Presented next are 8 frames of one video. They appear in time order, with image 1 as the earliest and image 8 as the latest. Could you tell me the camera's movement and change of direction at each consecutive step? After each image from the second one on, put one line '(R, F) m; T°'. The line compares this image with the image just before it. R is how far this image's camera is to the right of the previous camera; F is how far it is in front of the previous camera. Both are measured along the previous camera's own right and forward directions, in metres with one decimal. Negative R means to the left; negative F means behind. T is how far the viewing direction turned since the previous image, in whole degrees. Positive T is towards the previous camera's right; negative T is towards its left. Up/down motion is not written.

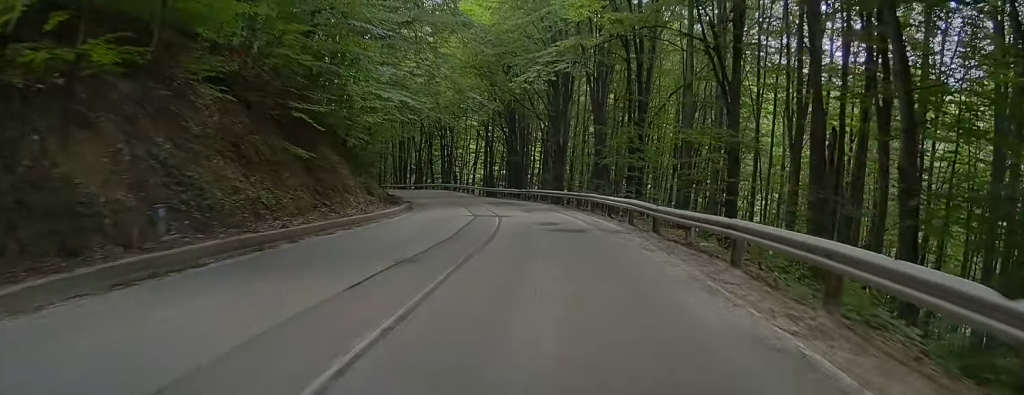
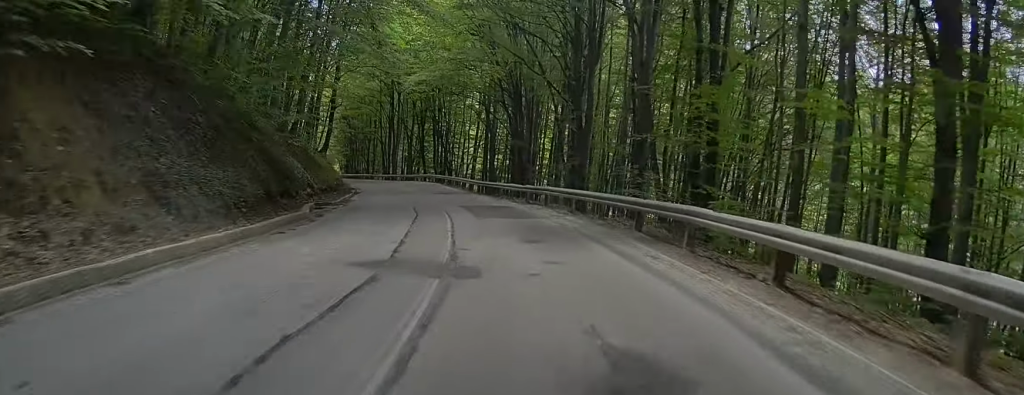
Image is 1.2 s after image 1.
(+0.4, +15.9) m; 0°
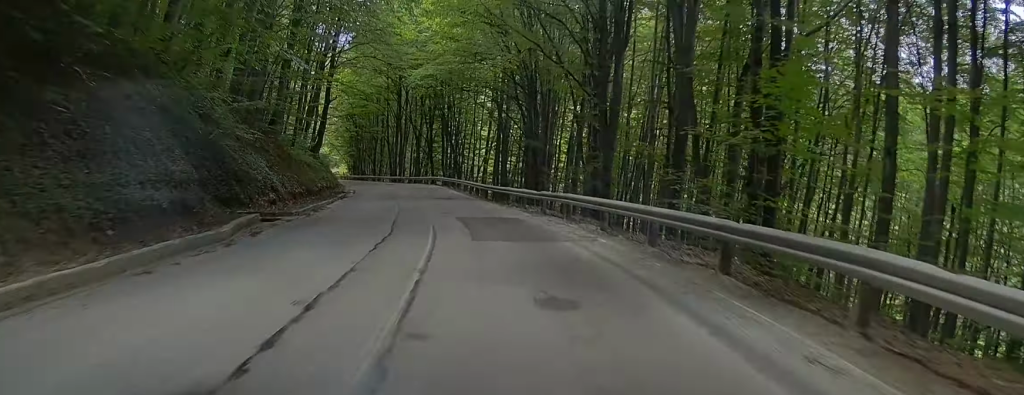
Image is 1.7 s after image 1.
(-0.1, +5.8) m; -1°
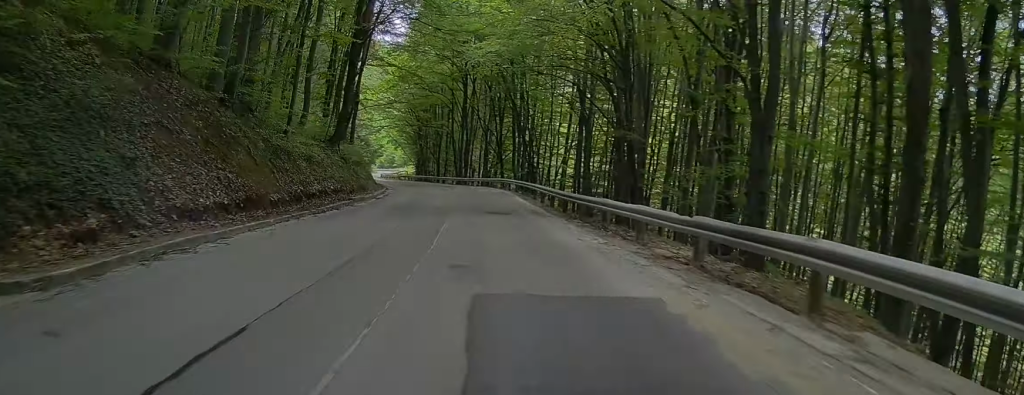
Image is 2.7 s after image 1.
(-0.2, +13.5) m; -1°
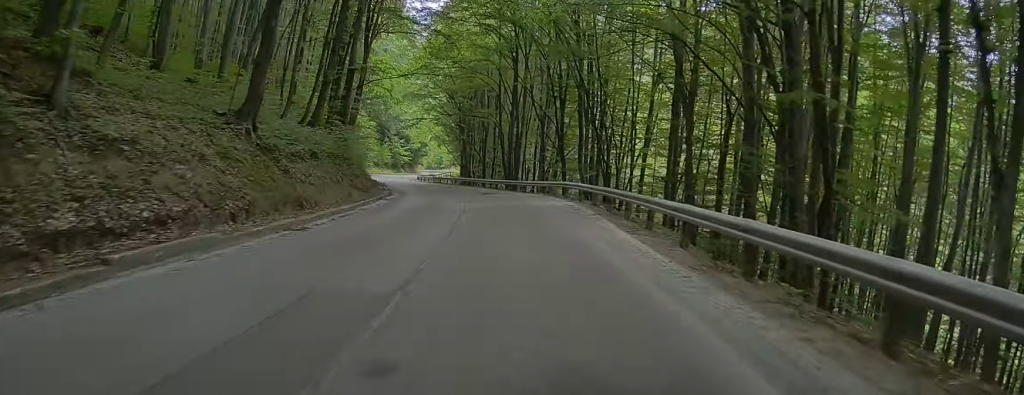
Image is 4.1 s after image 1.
(-0.2, +19.3) m; -3°
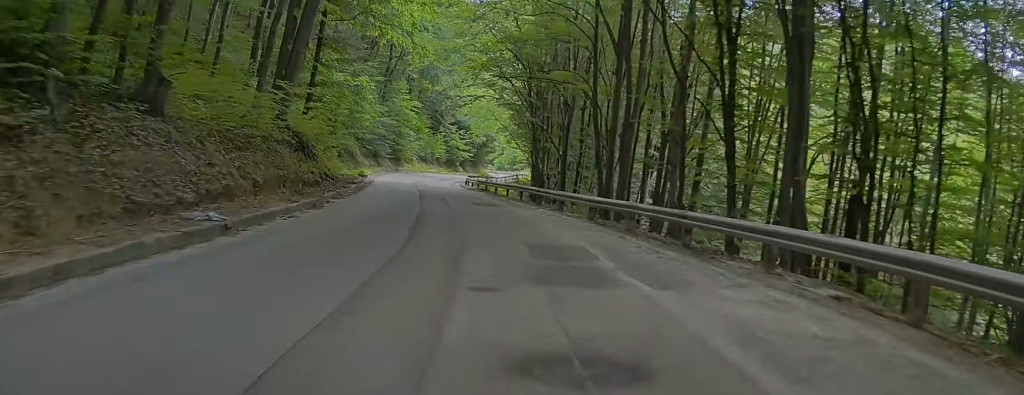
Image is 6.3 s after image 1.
(-1.0, +33.0) m; -5°
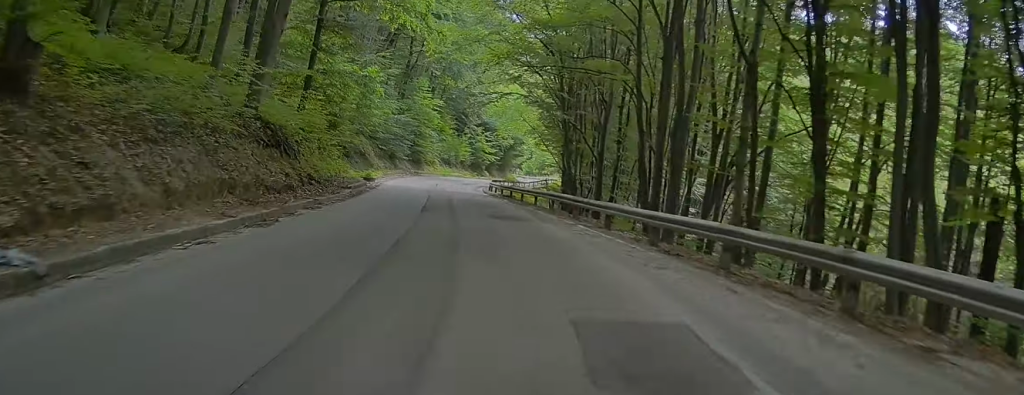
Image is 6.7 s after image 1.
(-0.3, +6.7) m; -2°
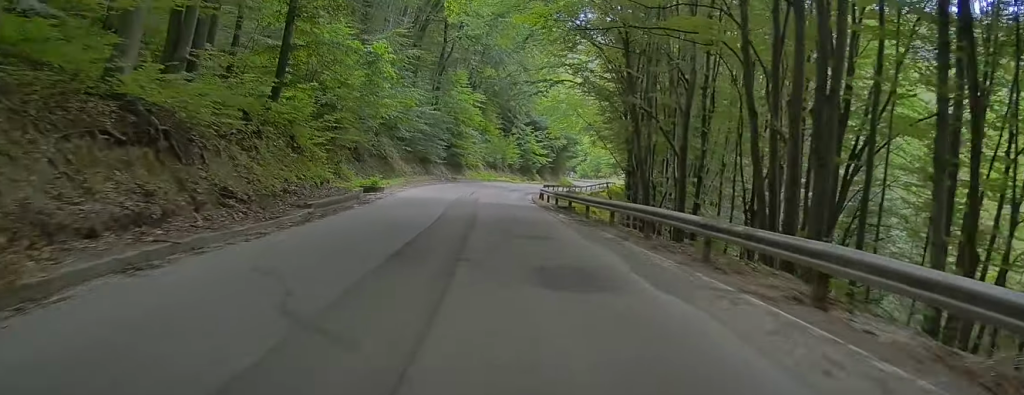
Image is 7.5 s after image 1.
(-0.3, +11.9) m; -1°
